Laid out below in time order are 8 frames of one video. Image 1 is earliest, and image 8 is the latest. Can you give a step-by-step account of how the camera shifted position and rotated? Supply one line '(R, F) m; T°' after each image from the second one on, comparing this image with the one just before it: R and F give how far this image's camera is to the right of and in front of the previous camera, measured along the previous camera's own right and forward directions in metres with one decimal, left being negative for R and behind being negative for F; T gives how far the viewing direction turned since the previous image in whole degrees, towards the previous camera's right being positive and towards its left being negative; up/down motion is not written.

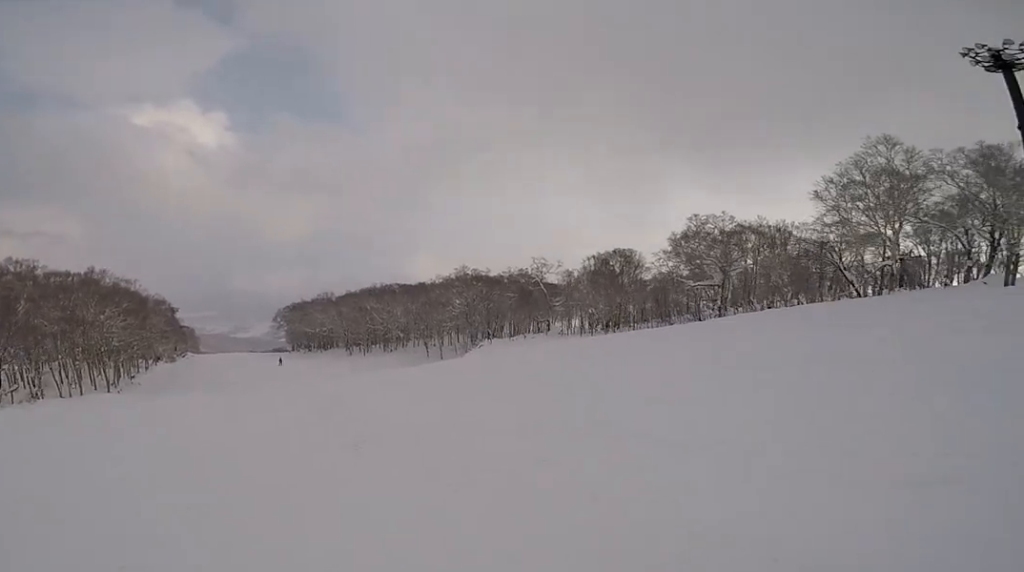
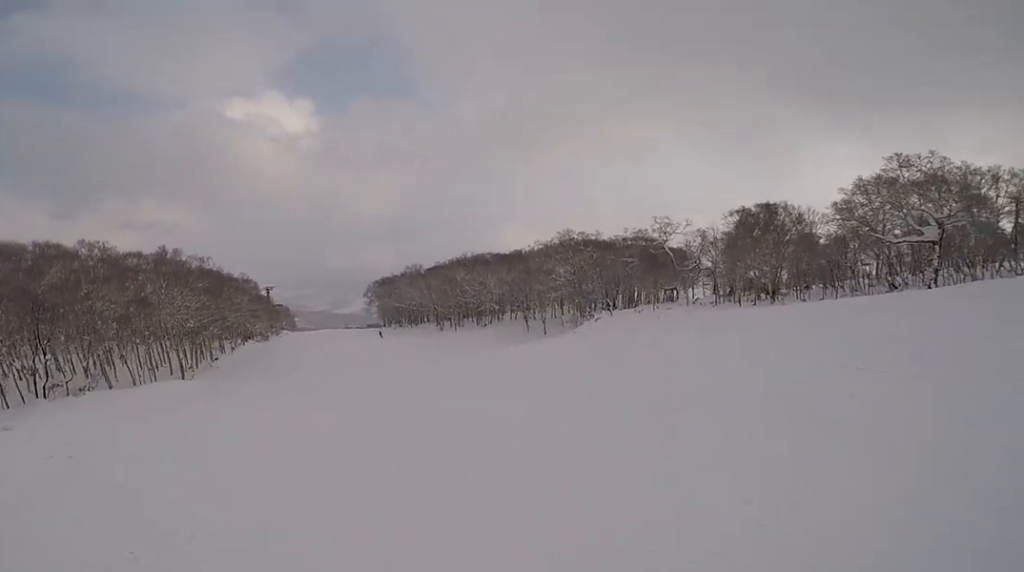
(-0.3, +9.3) m; -15°
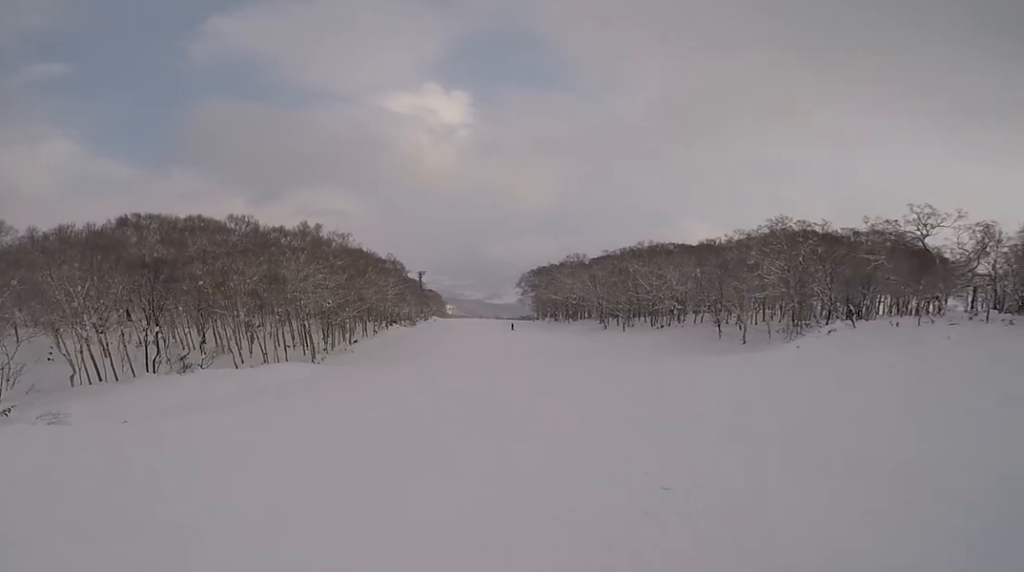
(-4.4, +8.0) m; -25°
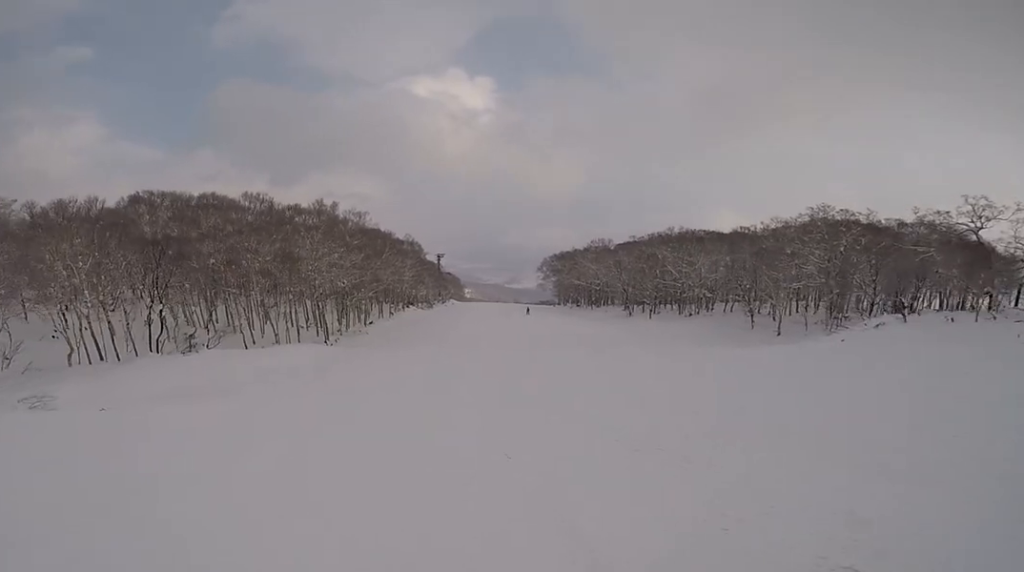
(+0.6, +2.4) m; +6°
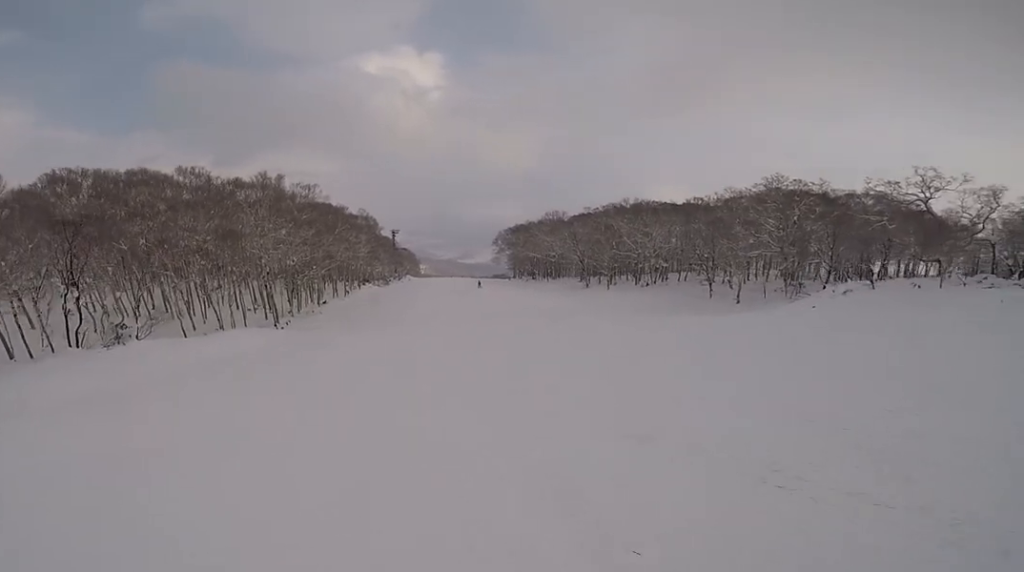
(+0.6, +3.6) m; +9°
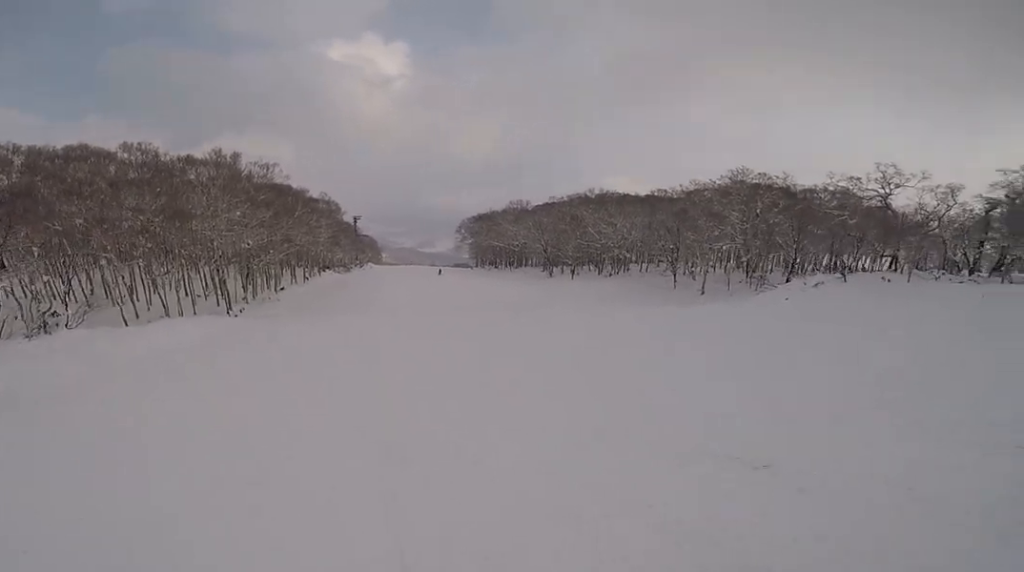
(0.0, +2.9) m; +6°
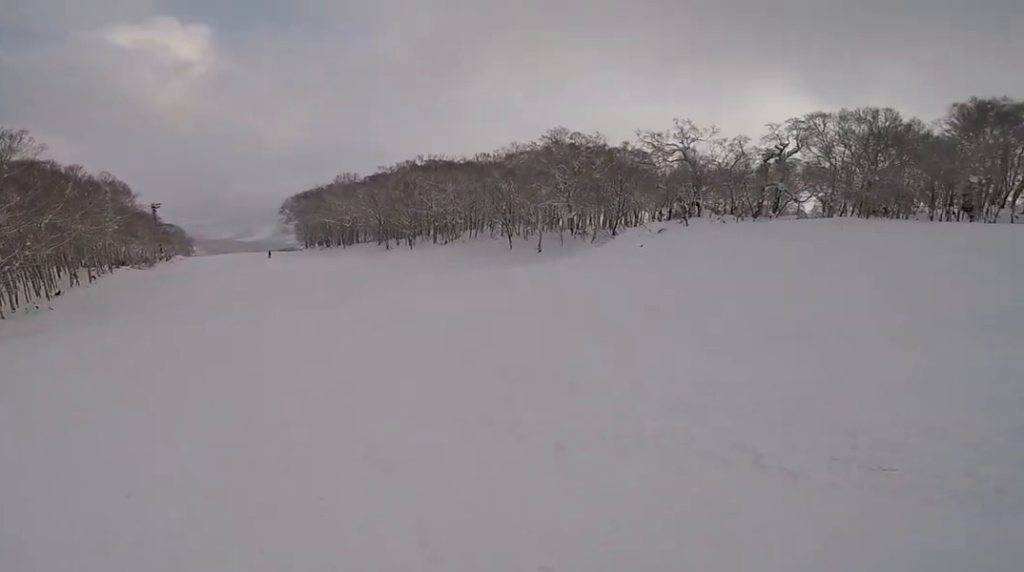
(+1.0, +7.0) m; +8°
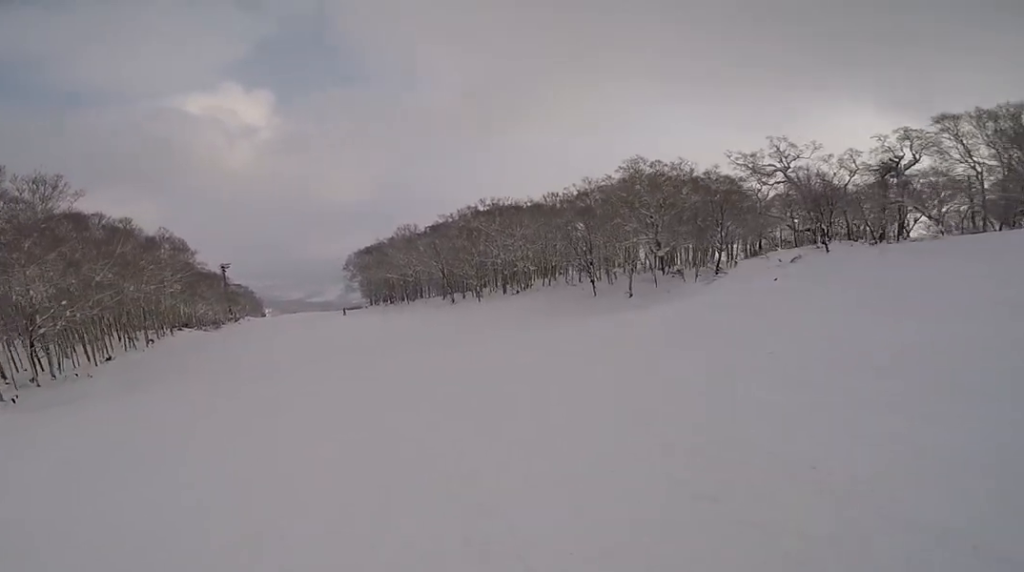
(0.0, +5.7) m; -6°
